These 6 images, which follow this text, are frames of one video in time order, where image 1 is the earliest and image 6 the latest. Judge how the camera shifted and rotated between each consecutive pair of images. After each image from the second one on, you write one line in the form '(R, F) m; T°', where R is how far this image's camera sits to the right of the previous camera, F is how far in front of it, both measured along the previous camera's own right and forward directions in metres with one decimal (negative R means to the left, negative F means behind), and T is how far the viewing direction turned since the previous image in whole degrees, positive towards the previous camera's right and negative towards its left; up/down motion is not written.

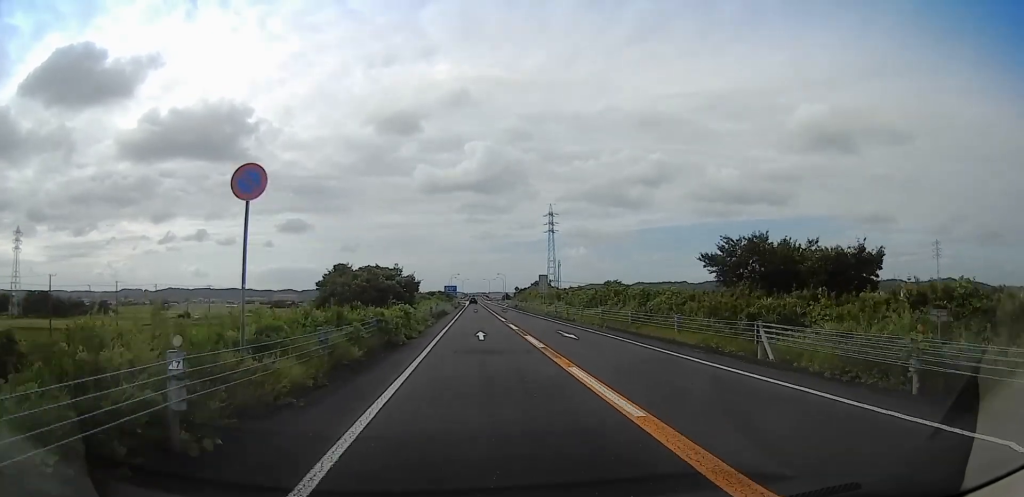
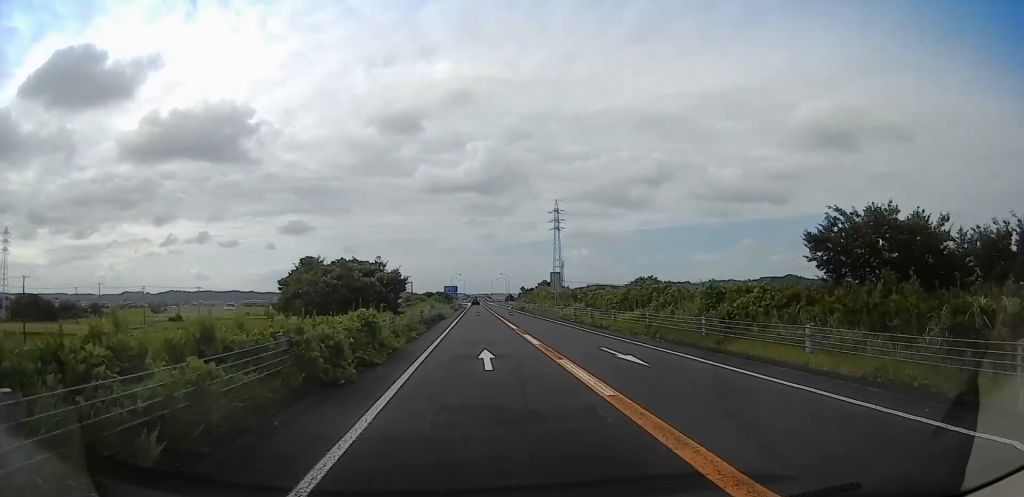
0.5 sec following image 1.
(+0.3, +8.5) m; +1°
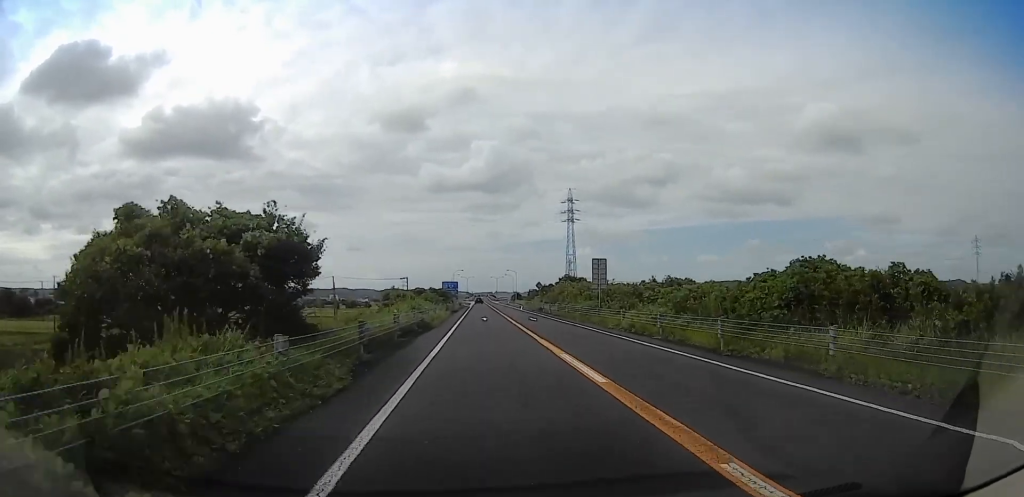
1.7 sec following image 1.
(+0.2, +18.9) m; +1°
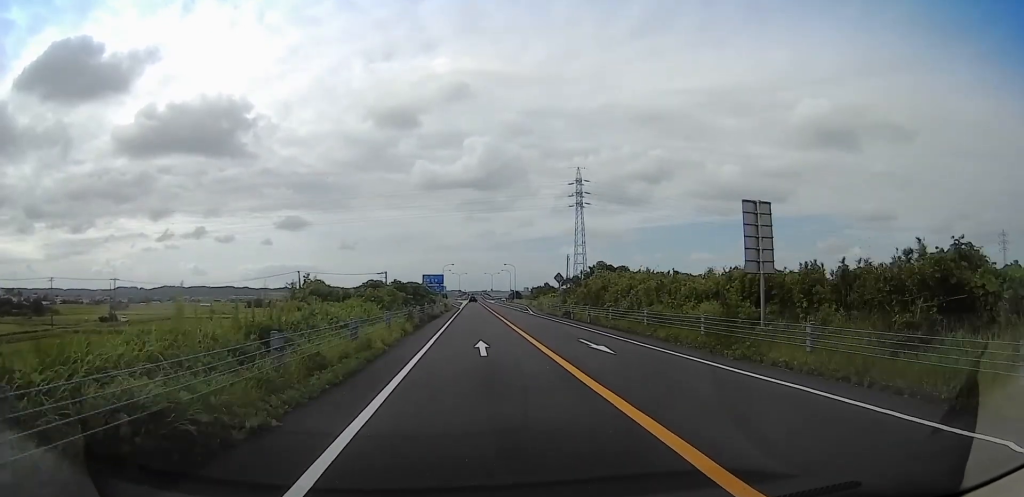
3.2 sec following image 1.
(0.0, +23.4) m; -1°
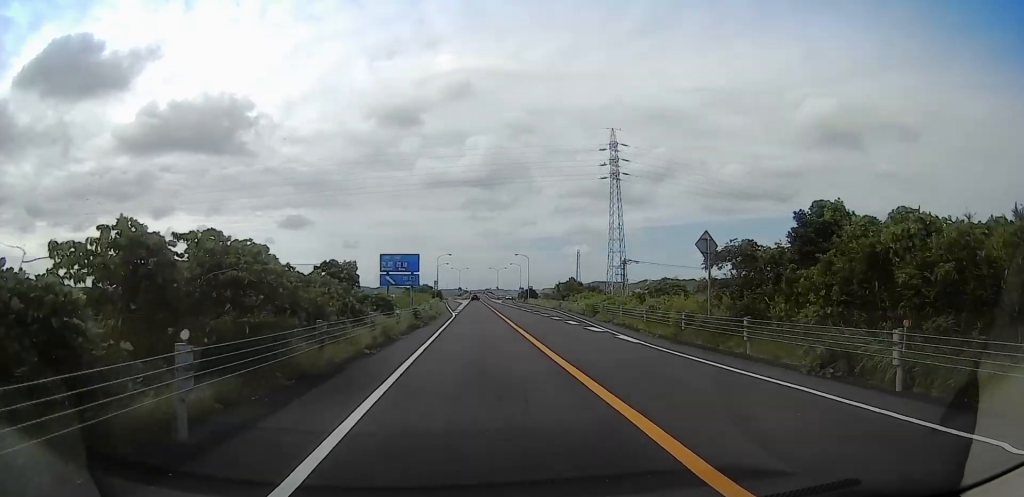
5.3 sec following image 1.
(-0.9, +31.8) m; -3°
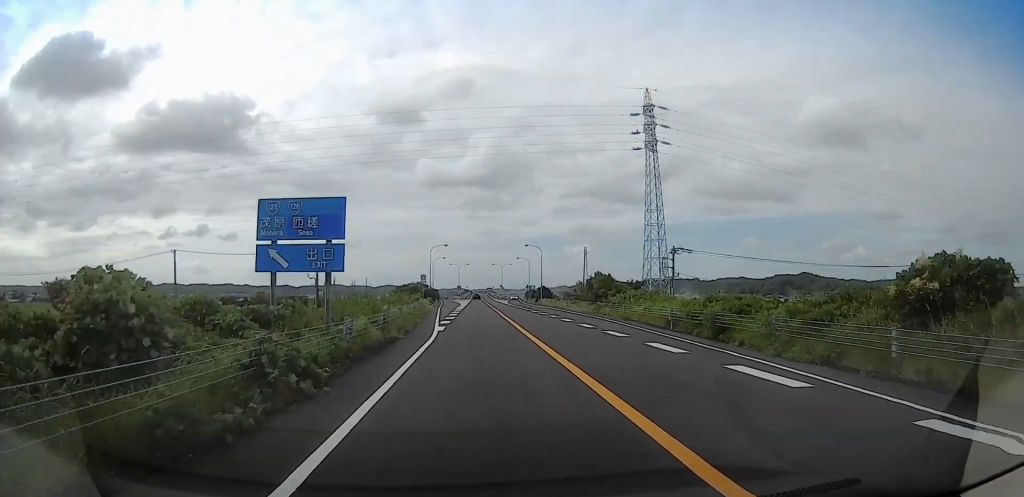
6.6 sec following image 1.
(0.0, +20.3) m; 0°
